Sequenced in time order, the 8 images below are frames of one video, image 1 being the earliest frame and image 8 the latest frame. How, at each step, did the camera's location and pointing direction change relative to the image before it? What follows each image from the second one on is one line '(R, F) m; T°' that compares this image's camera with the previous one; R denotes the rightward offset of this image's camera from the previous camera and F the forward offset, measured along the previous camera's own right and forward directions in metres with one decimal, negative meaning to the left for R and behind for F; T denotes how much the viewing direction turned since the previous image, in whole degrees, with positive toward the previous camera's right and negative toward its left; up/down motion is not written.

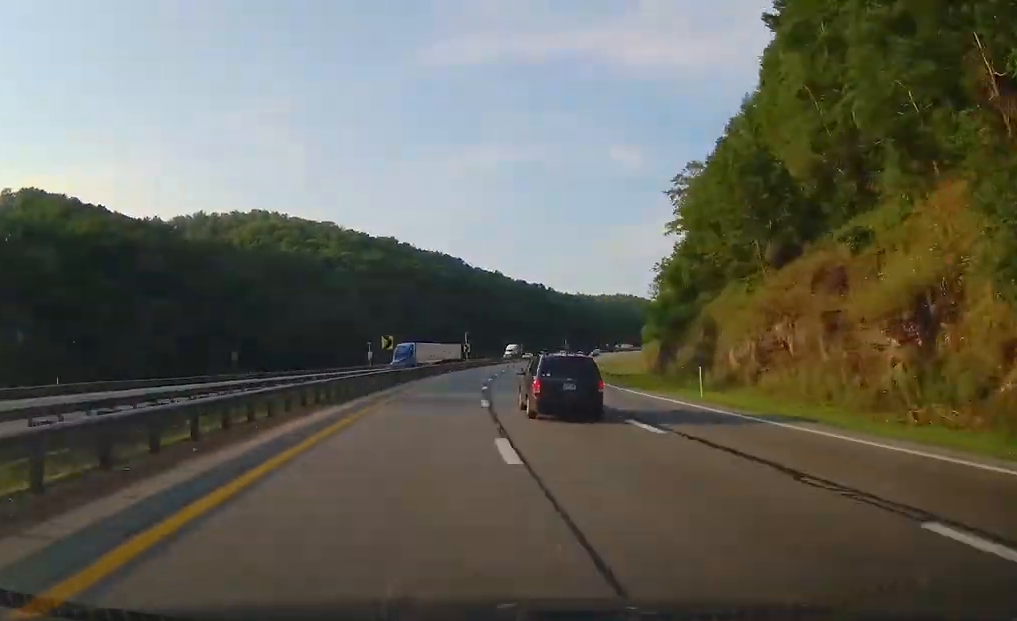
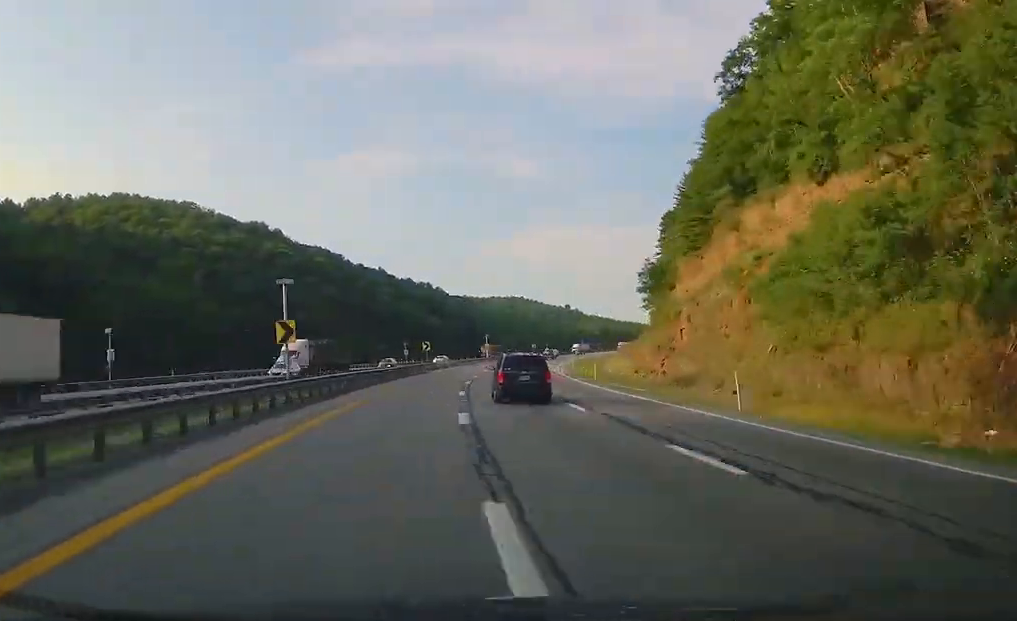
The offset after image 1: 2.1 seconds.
(+8.3, +68.0) m; +8°
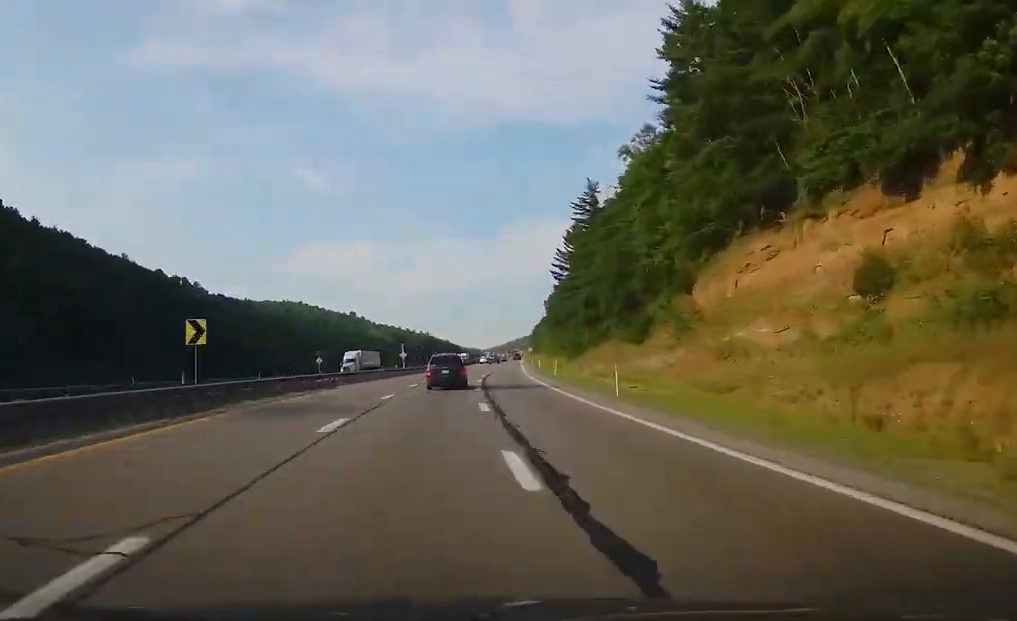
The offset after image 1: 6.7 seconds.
(+21.1, +146.7) m; +13°
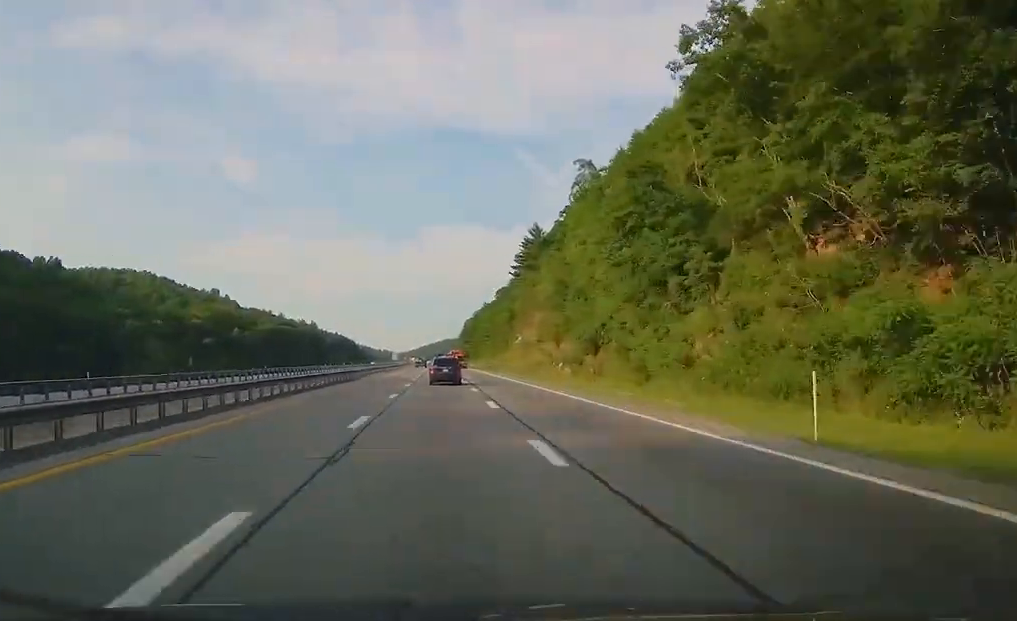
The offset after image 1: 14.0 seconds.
(+19.4, +248.3) m; +5°
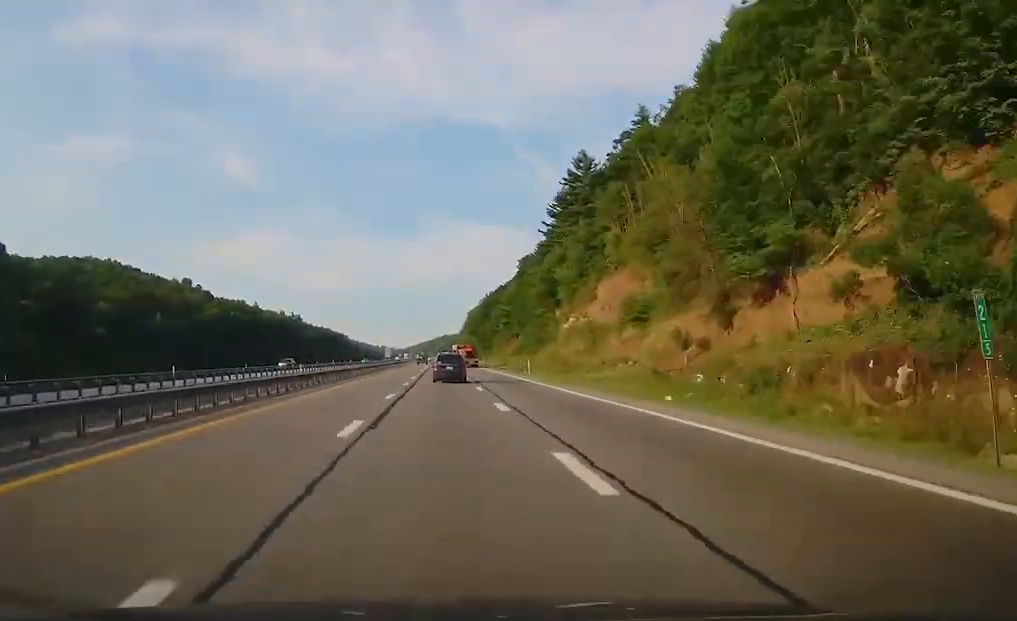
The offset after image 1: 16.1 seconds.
(0.0, +72.6) m; 0°
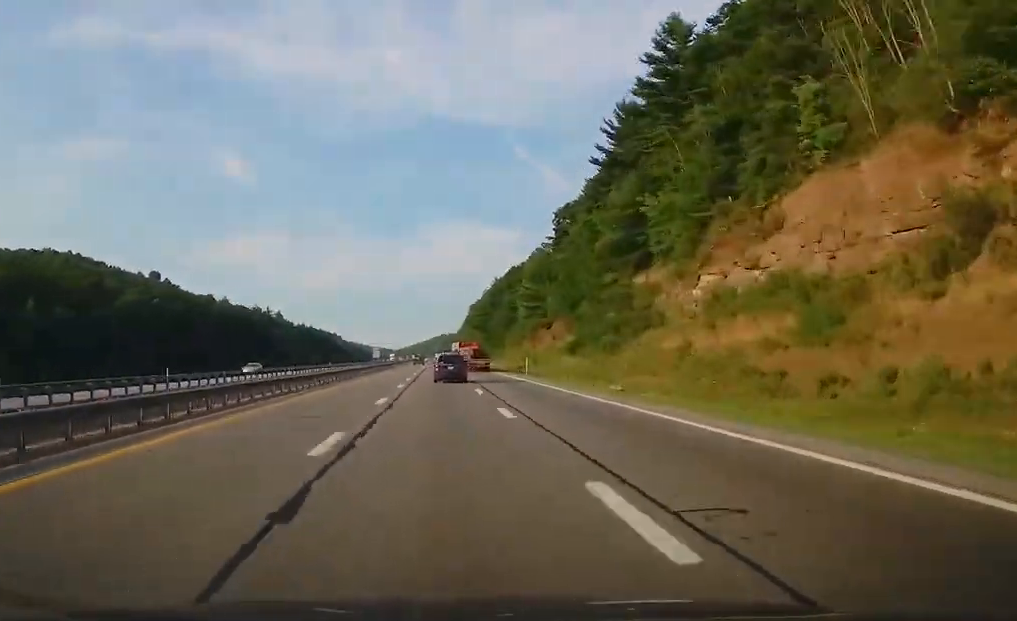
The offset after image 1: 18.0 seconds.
(0.0, +62.8) m; 0°
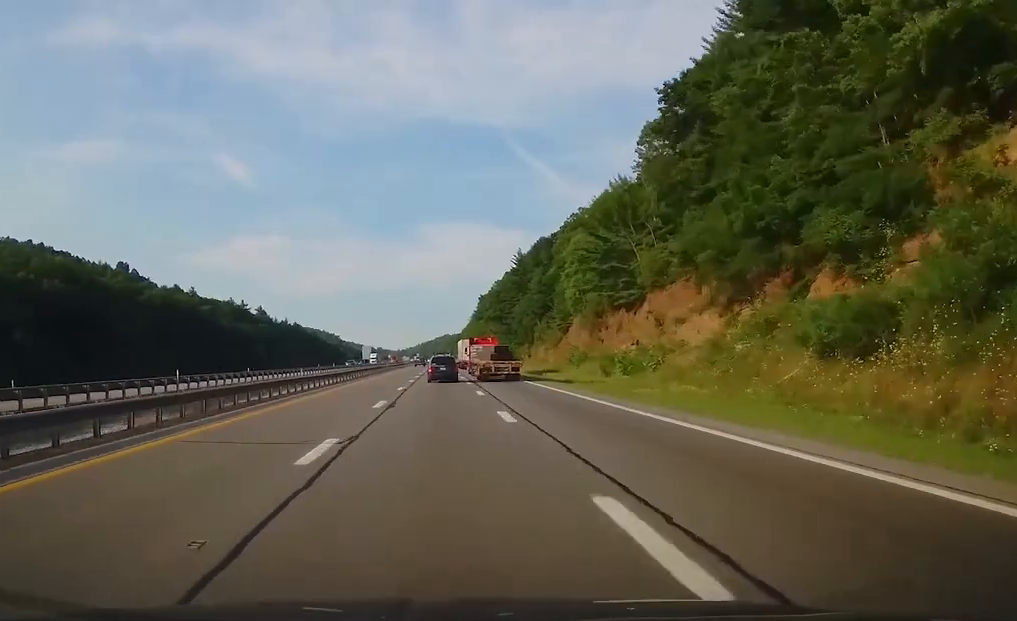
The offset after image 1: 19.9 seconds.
(-0.3, +62.5) m; 0°
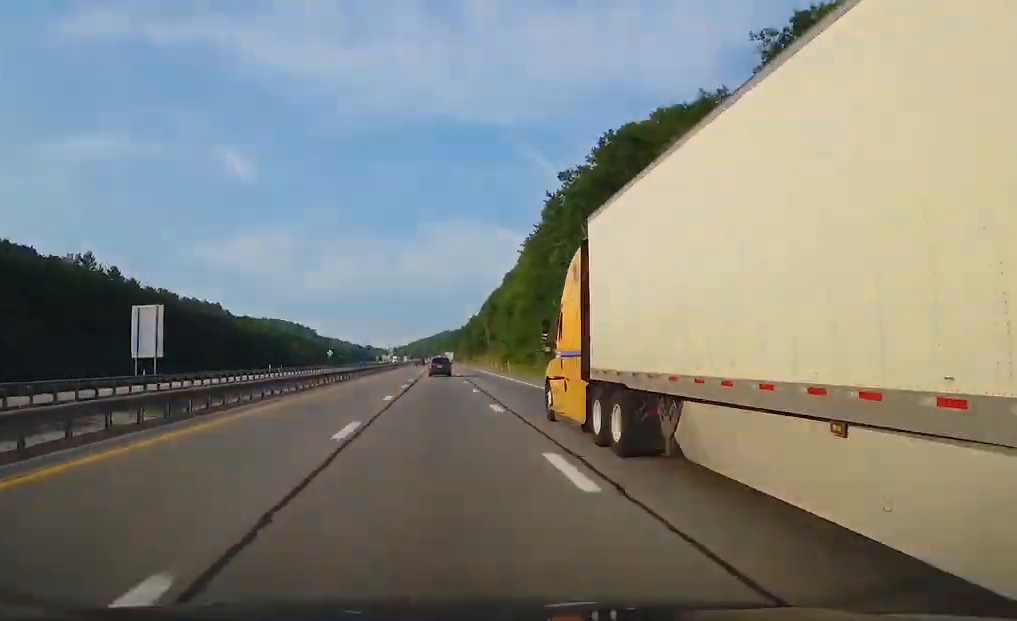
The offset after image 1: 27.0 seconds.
(+2.7, +234.4) m; 0°
